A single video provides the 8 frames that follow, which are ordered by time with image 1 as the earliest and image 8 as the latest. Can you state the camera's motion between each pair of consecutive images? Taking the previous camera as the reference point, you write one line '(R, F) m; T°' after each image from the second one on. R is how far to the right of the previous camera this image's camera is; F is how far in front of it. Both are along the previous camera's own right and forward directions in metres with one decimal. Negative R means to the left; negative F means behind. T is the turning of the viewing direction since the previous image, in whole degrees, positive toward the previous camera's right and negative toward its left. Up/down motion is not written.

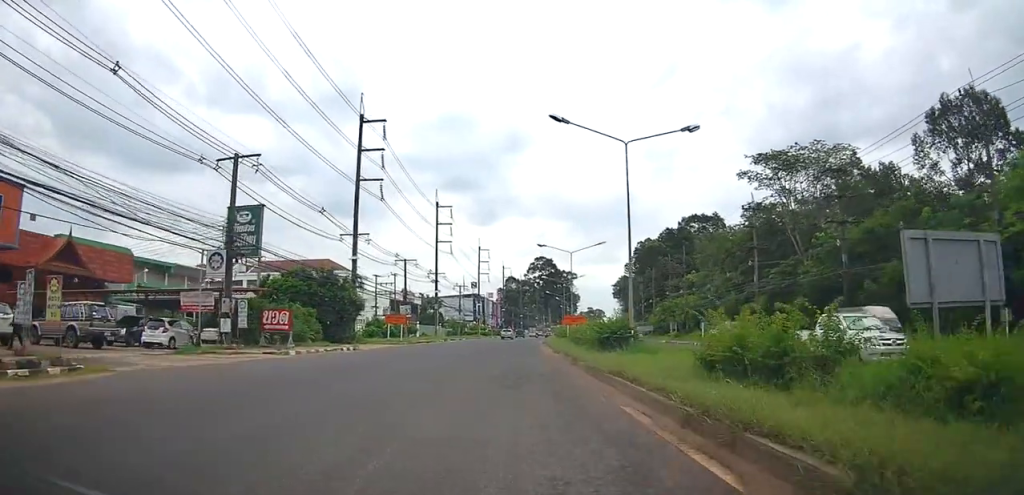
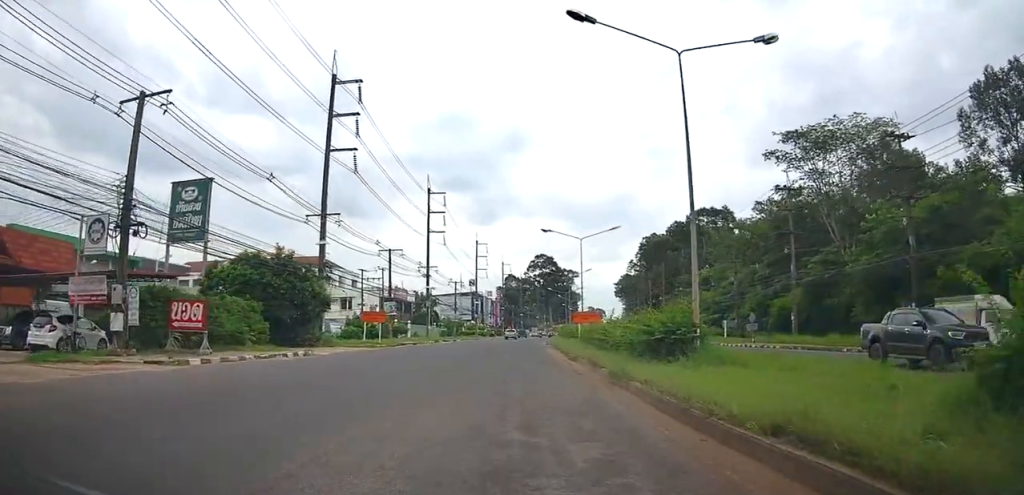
(0.0, +8.1) m; 0°
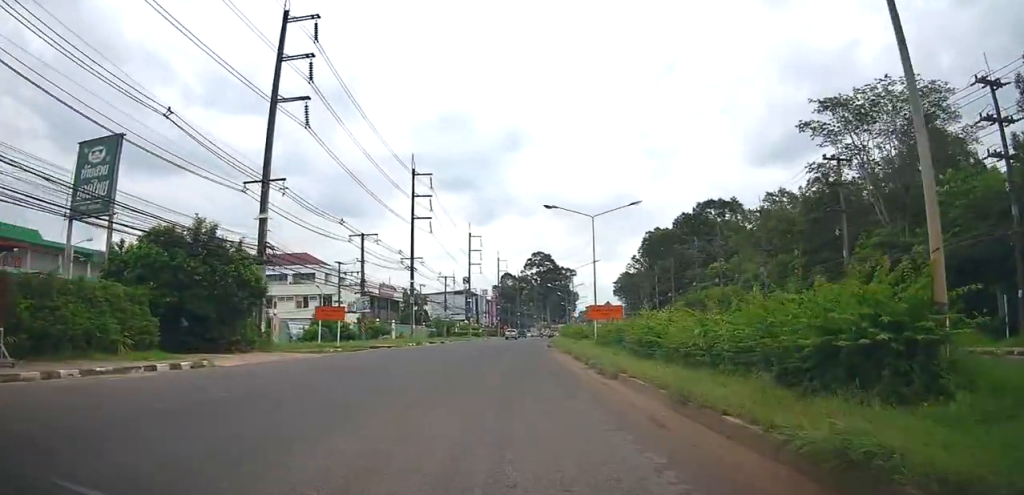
(0.0, +9.1) m; -1°
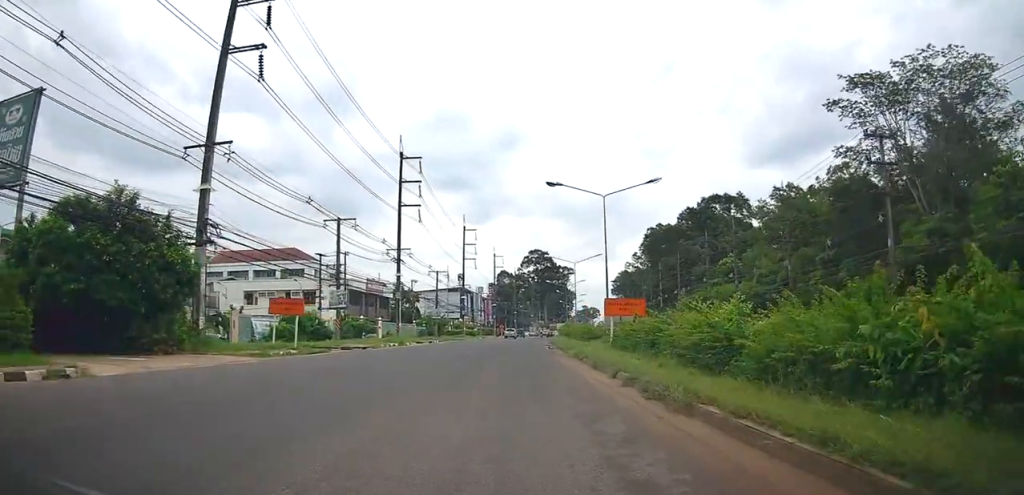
(-0.1, +5.8) m; 0°
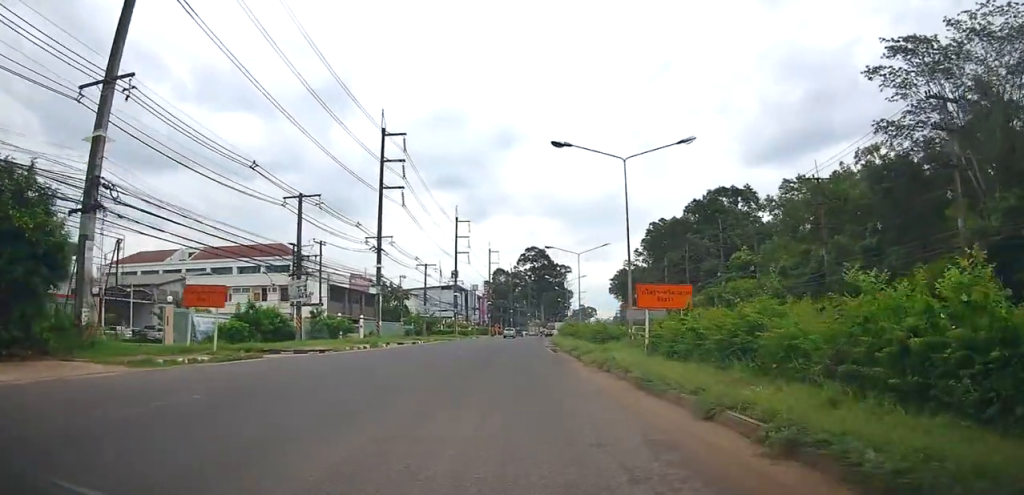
(-0.2, +7.0) m; 0°
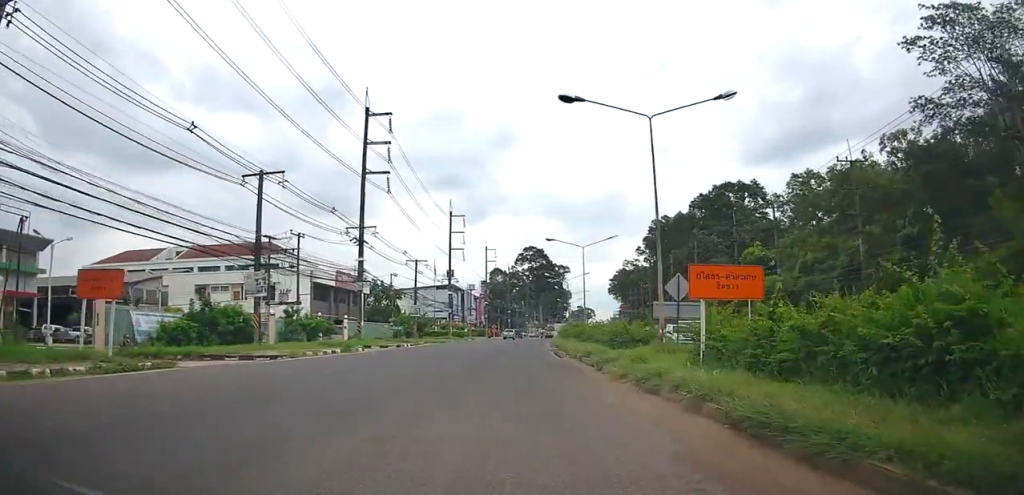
(+0.1, +5.5) m; +1°
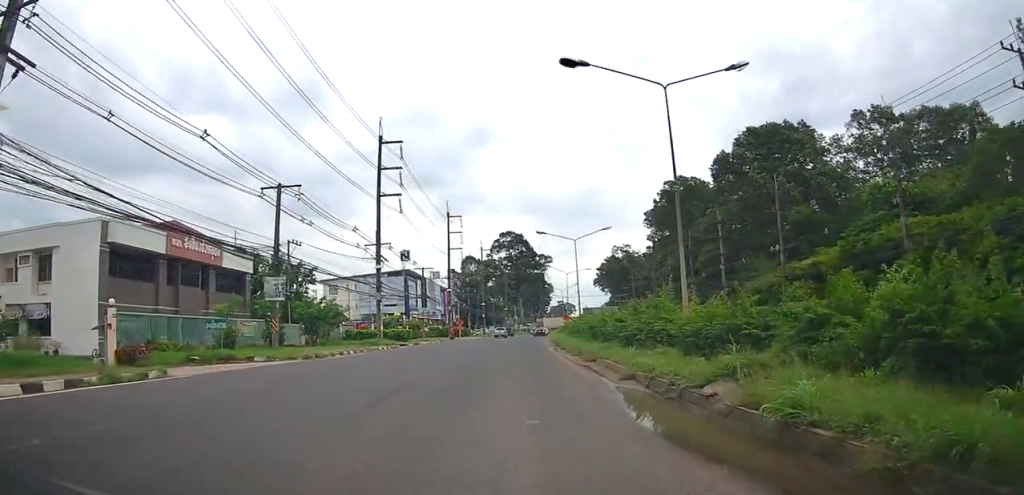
(+0.8, +34.4) m; +2°
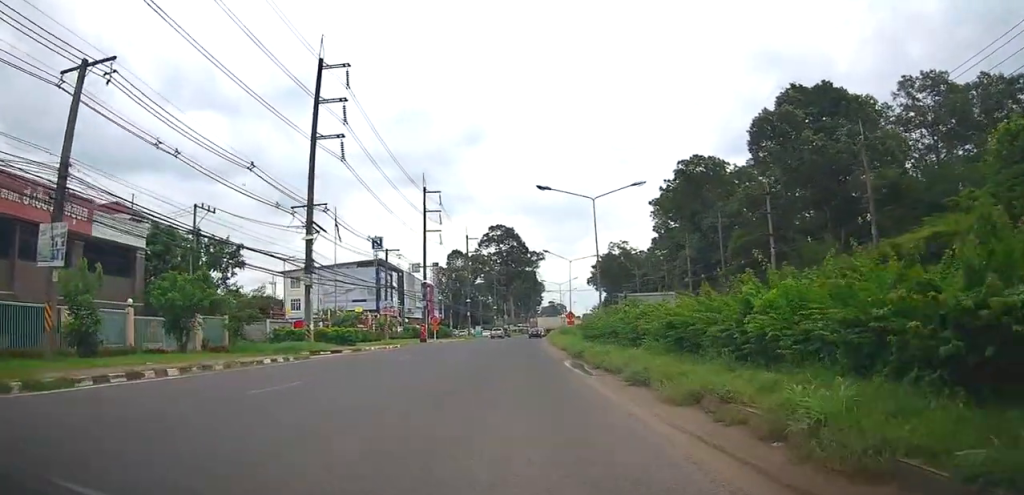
(+0.2, +16.2) m; +1°
